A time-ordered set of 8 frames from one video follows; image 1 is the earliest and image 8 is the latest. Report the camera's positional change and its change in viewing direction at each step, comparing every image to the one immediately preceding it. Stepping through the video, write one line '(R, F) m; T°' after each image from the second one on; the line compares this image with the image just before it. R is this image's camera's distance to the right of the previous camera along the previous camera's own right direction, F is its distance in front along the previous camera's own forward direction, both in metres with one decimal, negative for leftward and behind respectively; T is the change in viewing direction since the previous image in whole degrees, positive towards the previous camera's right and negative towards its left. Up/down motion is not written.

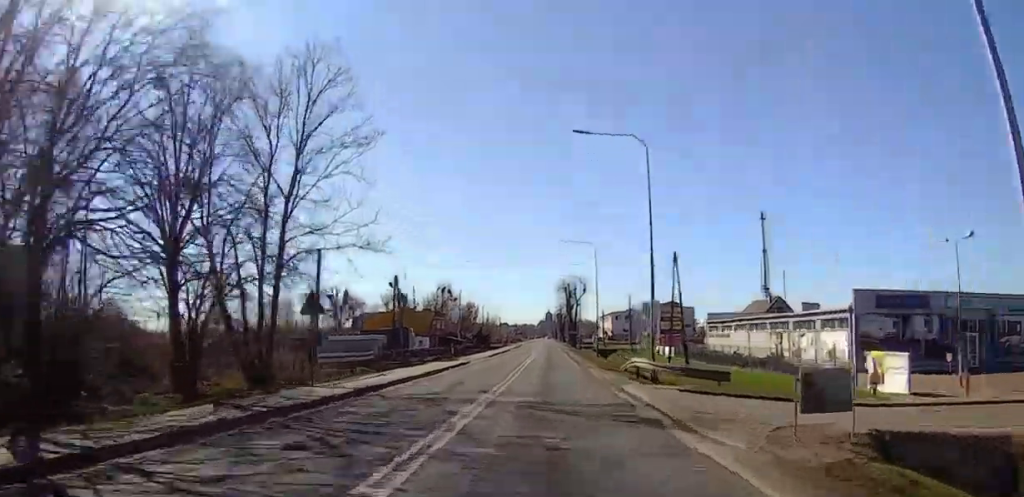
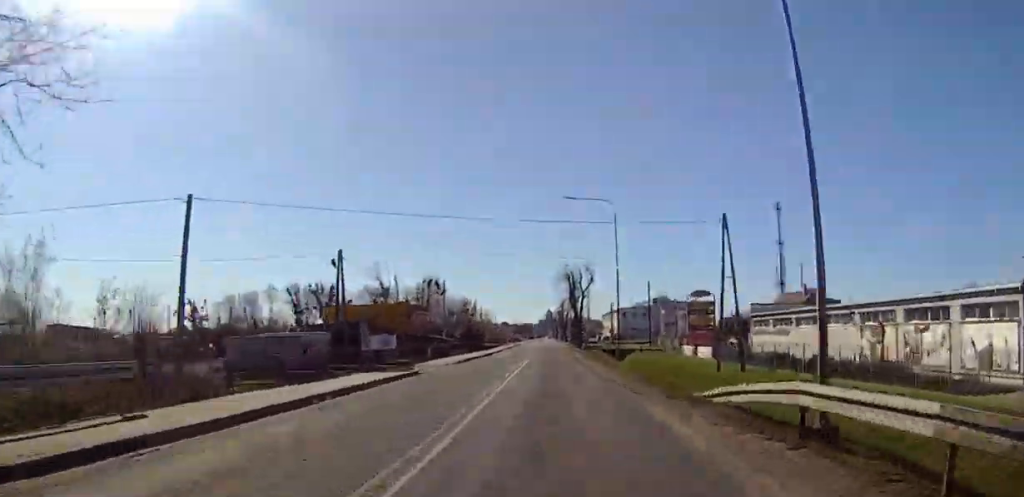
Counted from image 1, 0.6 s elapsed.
(+0.1, +19.6) m; 0°
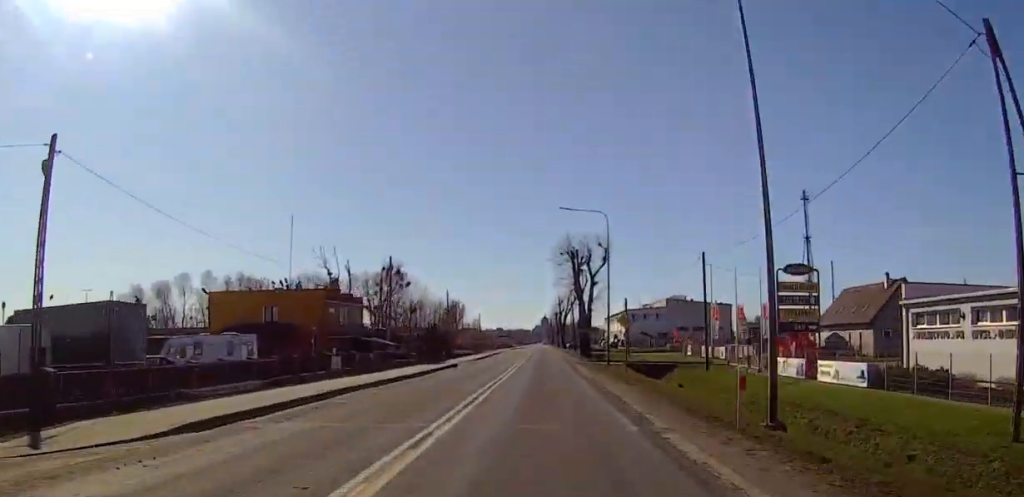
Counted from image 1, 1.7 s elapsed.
(+0.1, +33.5) m; 0°
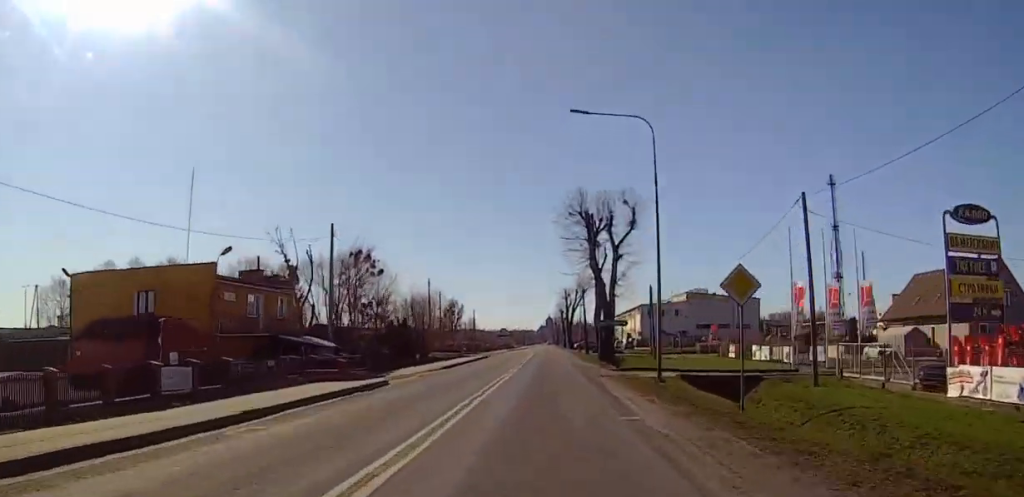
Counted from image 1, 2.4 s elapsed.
(0.0, +21.0) m; 0°
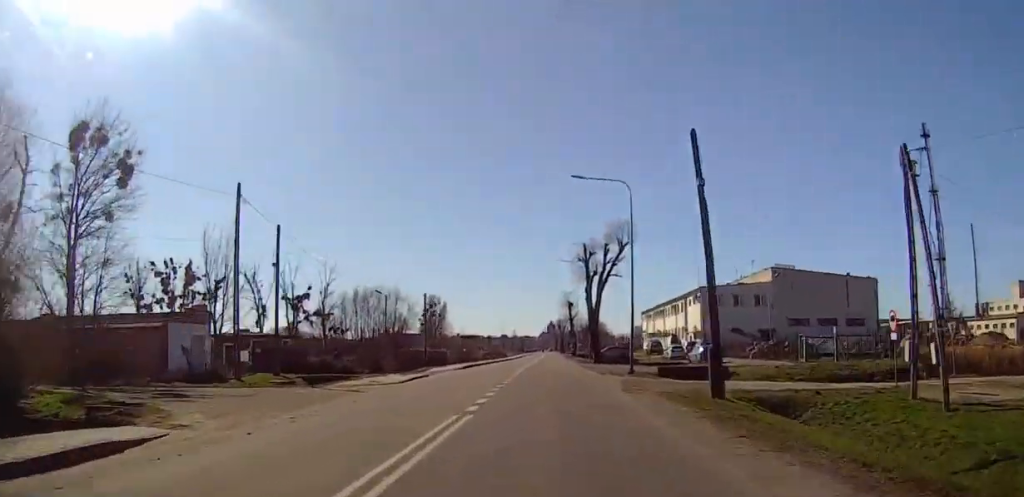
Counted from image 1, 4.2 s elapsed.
(+1.4, +57.5) m; +2°
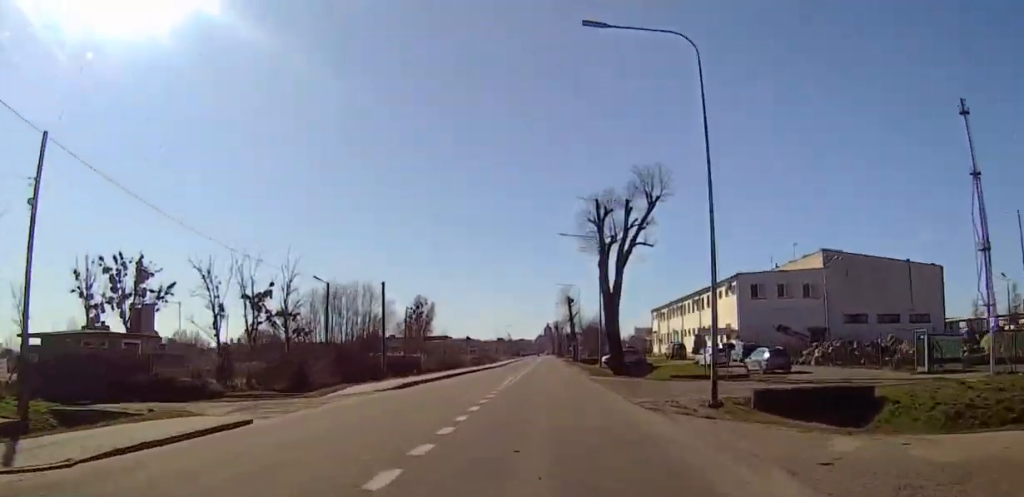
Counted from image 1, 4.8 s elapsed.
(-0.5, +20.1) m; -1°
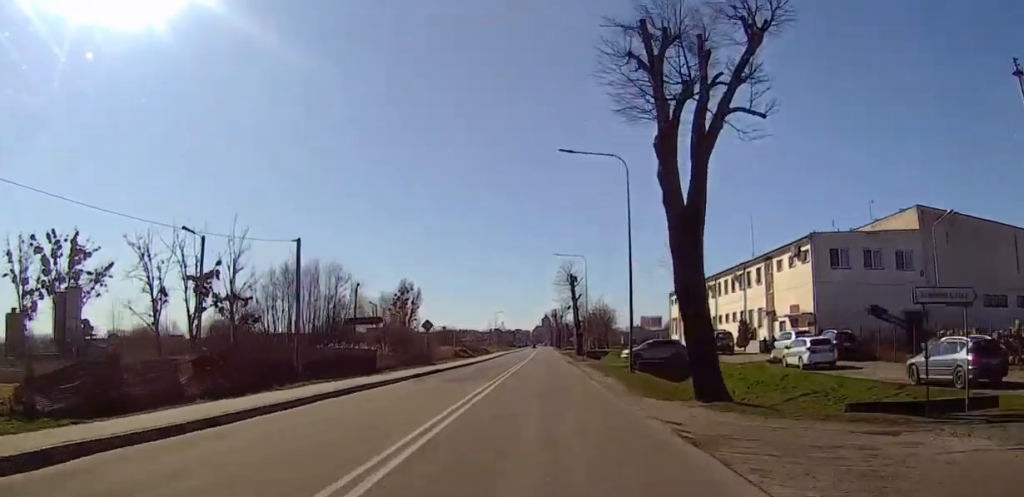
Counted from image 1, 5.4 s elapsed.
(-0.2, +22.8) m; -1°
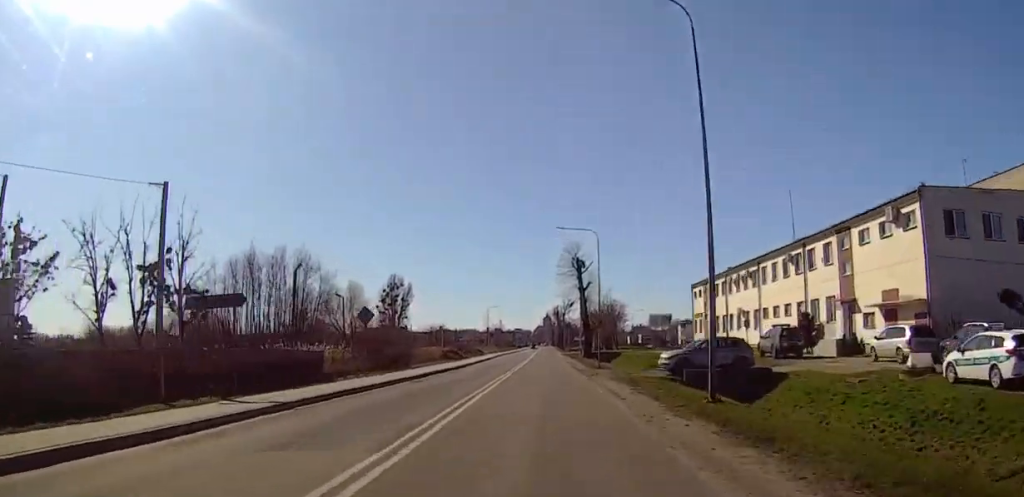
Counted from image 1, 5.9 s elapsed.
(+0.1, +17.7) m; -1°
